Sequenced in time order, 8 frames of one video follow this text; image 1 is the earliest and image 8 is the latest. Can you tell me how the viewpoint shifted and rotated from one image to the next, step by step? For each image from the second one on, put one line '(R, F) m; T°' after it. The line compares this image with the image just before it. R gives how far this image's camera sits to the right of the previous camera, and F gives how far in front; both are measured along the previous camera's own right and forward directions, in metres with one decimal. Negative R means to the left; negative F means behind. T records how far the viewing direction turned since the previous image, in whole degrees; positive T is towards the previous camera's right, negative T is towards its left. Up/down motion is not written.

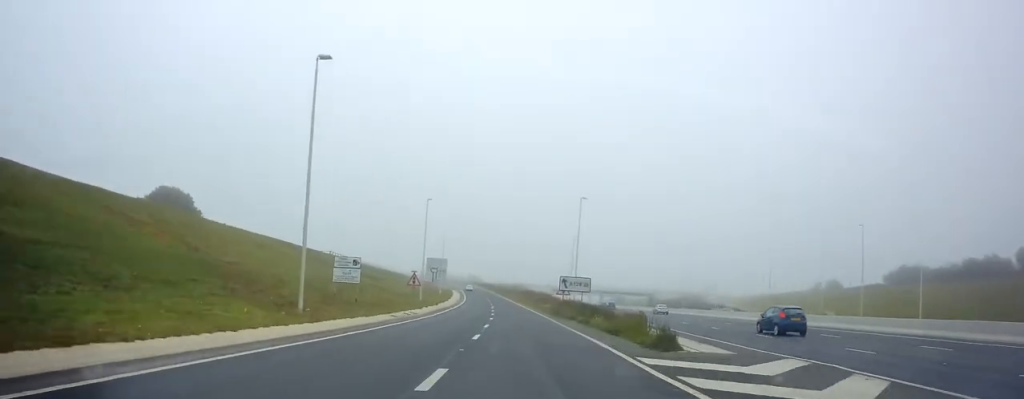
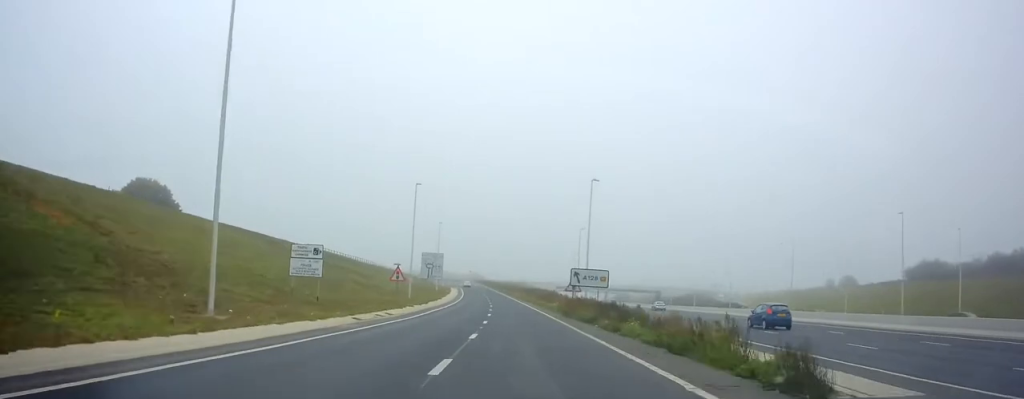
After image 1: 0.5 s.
(+0.2, +8.2) m; 0°
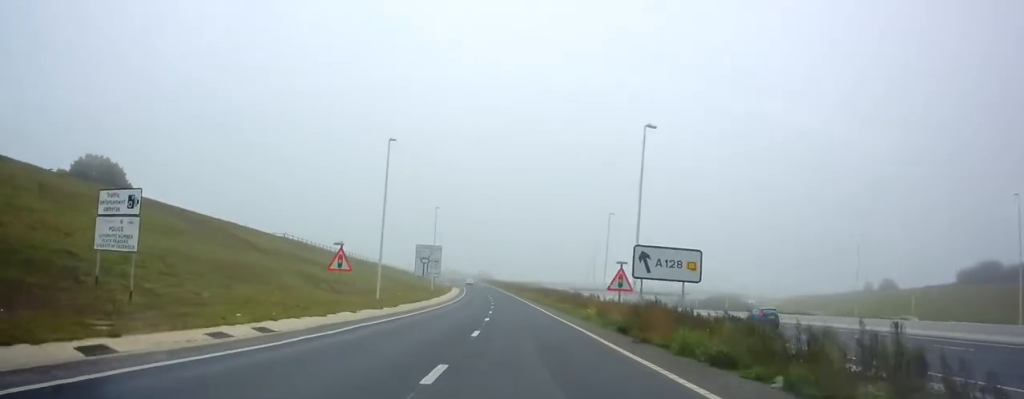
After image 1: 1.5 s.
(-0.5, +17.6) m; -2°
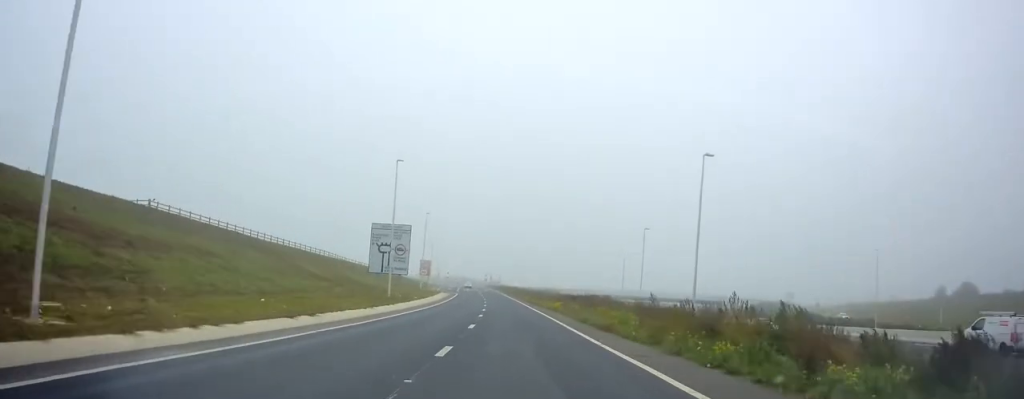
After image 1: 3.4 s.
(0.0, +32.9) m; 0°
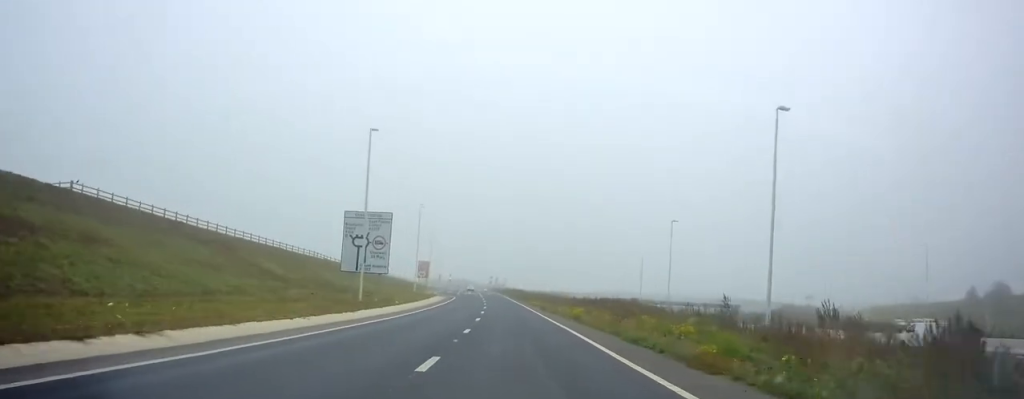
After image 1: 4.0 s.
(-0.2, +10.8) m; -2°
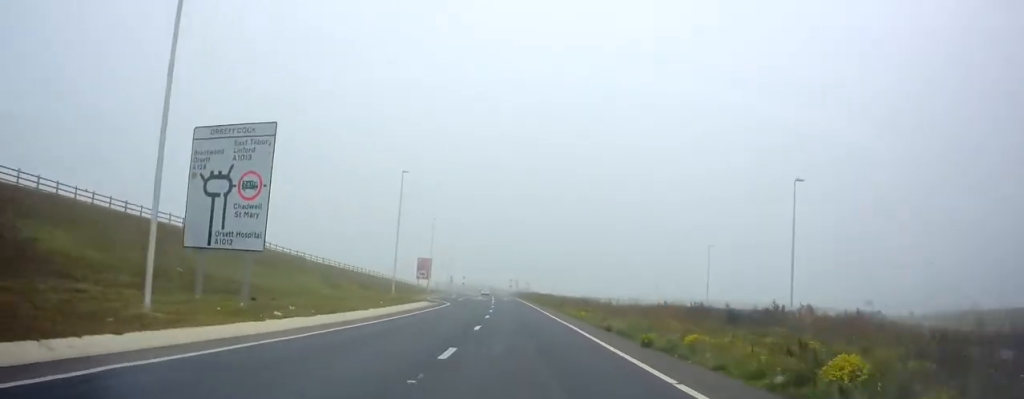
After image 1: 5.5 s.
(-0.8, +25.3) m; -3°
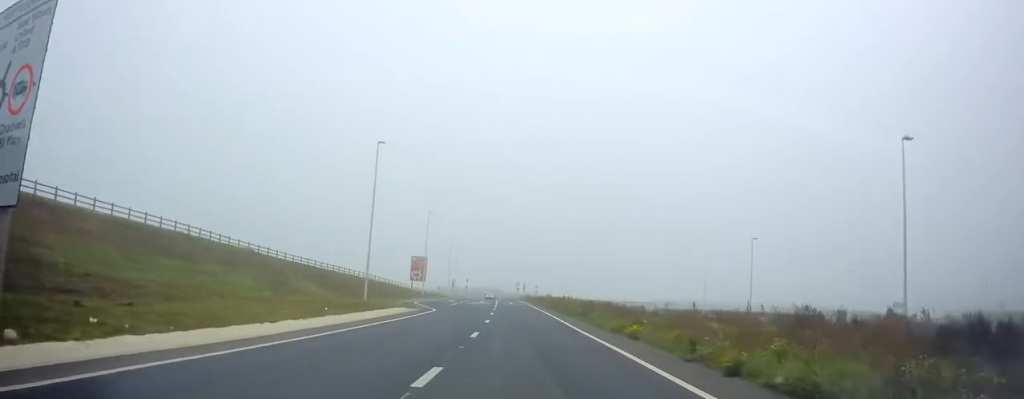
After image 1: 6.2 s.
(0.0, +12.2) m; +1°
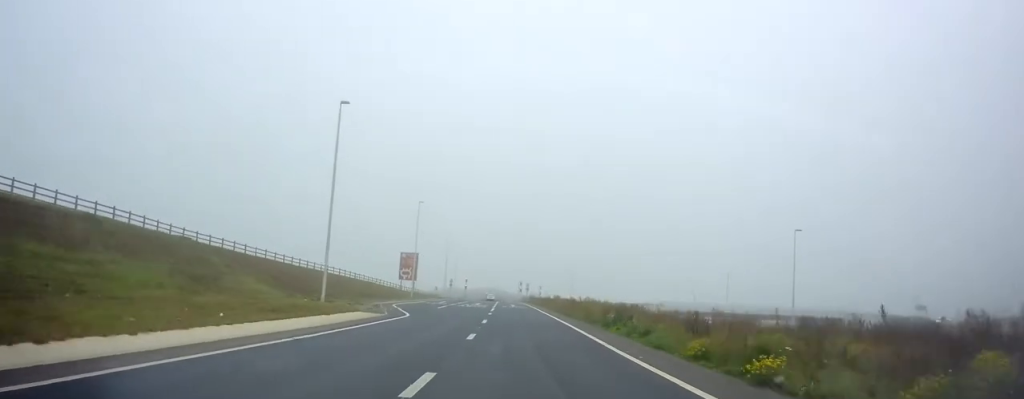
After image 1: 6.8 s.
(+0.1, +9.8) m; 0°
